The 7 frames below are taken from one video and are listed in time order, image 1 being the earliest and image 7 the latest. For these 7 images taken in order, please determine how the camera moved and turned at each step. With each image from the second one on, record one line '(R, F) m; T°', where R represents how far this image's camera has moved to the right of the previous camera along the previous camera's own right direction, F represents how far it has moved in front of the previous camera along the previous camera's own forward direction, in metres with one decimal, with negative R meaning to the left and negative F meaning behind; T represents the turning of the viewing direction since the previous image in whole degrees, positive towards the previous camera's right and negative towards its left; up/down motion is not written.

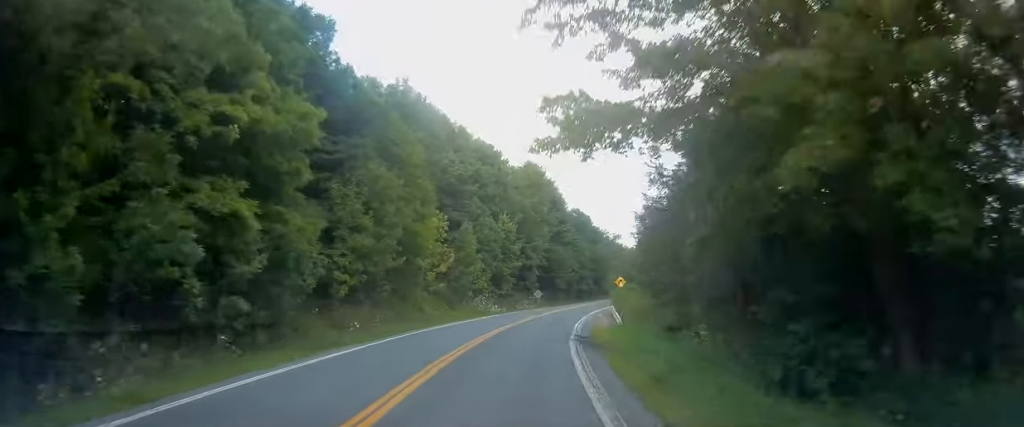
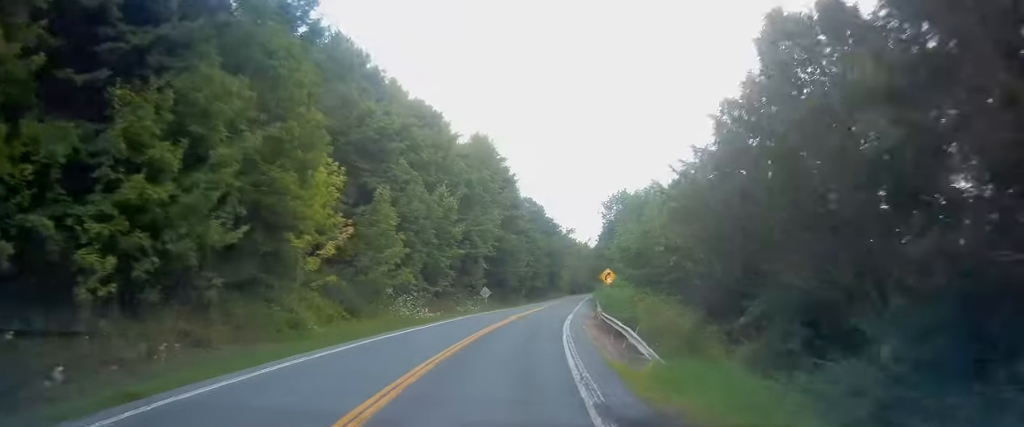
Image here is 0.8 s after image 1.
(+0.2, +16.8) m; +5°
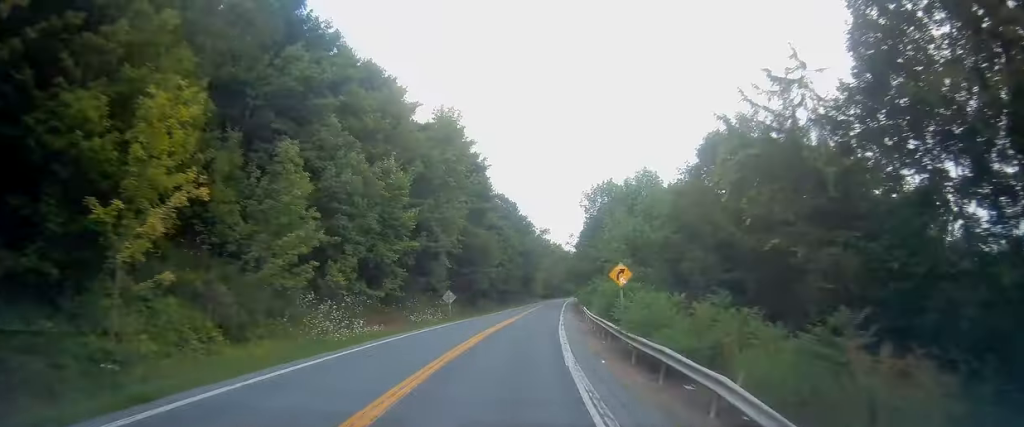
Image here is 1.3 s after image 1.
(+0.8, +11.8) m; +3°
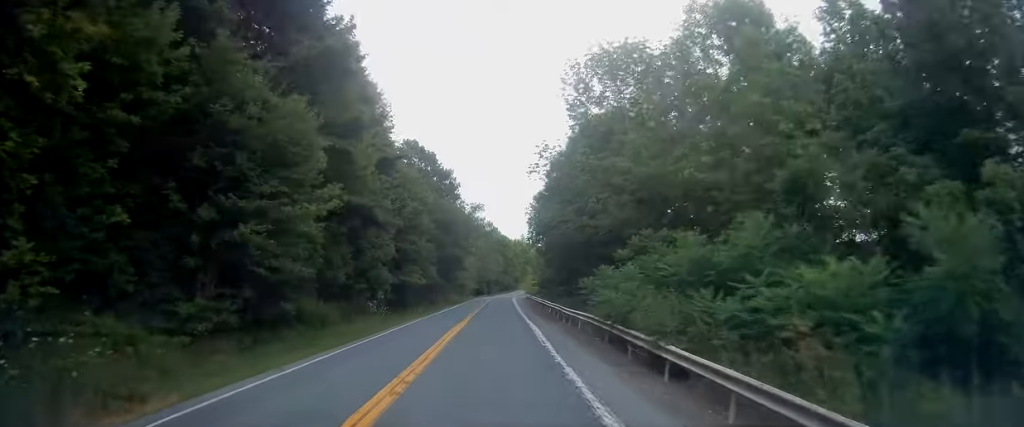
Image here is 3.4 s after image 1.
(+3.3, +46.9) m; +7°
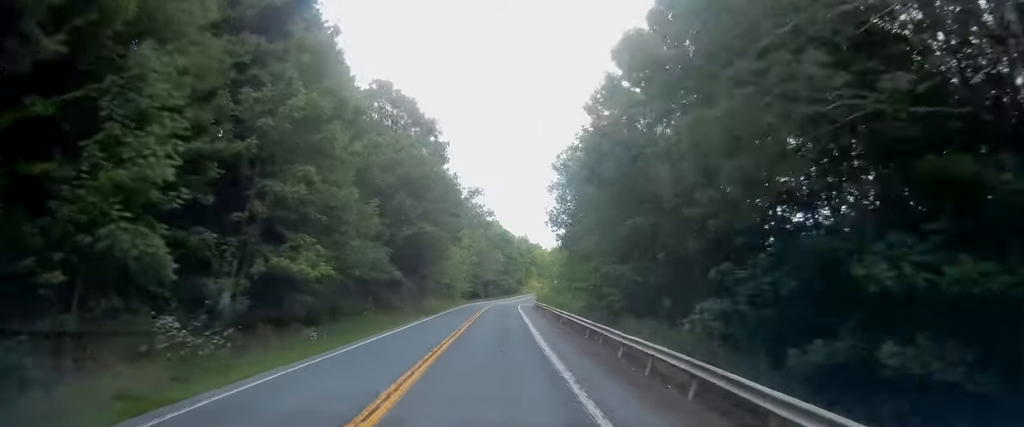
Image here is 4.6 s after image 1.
(+0.6, +28.0) m; +1°
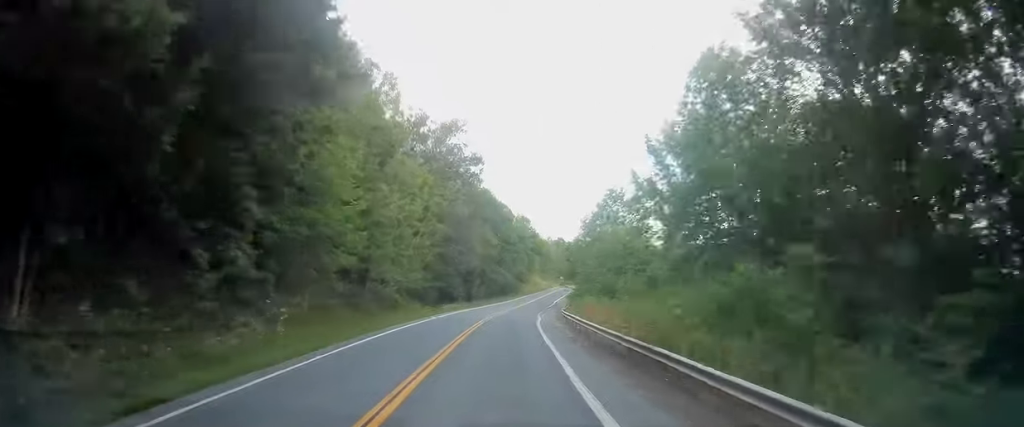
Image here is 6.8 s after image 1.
(-0.8, +50.5) m; 0°
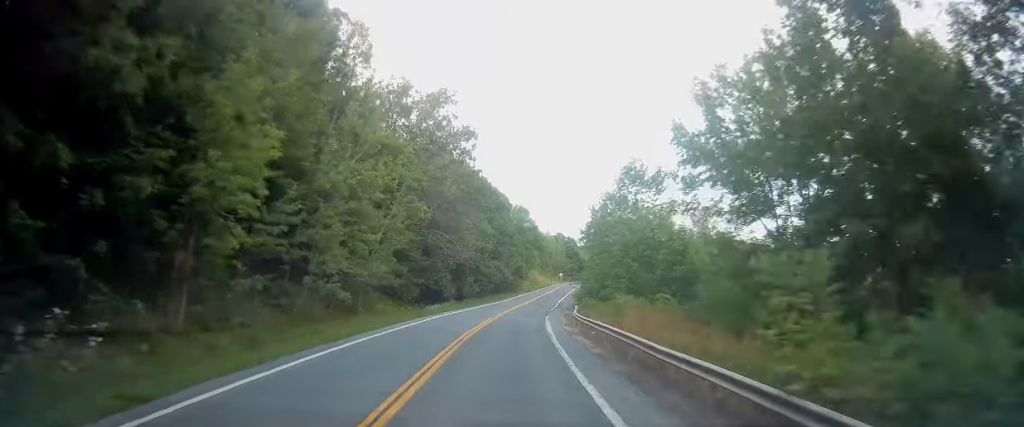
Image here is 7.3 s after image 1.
(+0.2, +11.5) m; +1°
